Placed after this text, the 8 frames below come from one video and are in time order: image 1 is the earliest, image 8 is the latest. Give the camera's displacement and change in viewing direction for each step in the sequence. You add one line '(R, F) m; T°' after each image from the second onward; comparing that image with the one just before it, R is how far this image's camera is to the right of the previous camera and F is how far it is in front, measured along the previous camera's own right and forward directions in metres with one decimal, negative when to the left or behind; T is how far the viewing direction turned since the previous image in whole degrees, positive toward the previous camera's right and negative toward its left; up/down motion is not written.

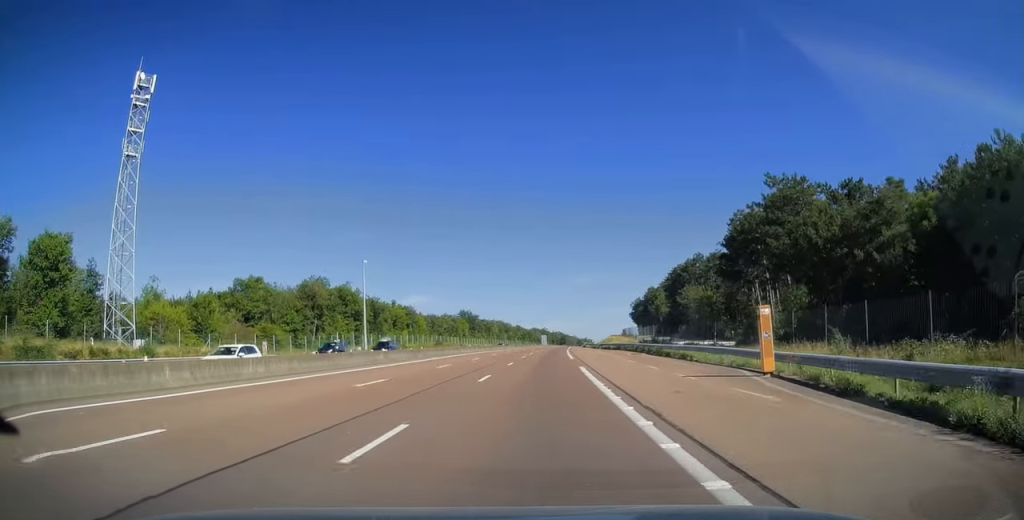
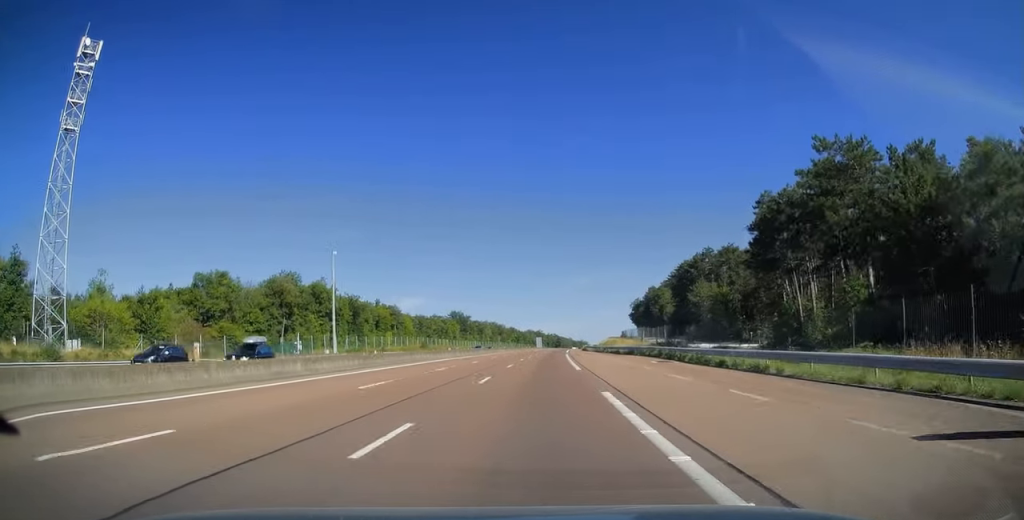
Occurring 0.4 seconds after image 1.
(+0.2, +12.8) m; 0°
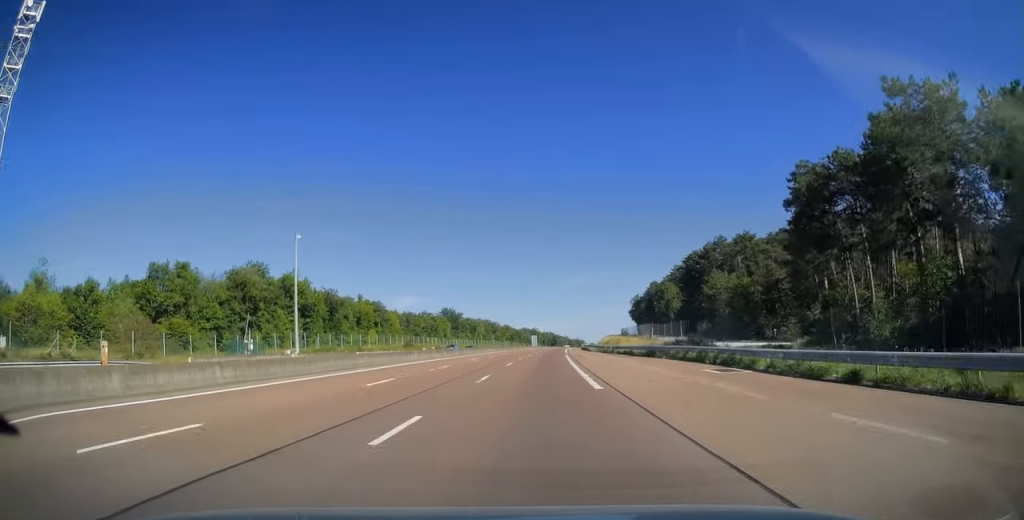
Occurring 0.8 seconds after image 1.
(+0.1, +12.2) m; 0°
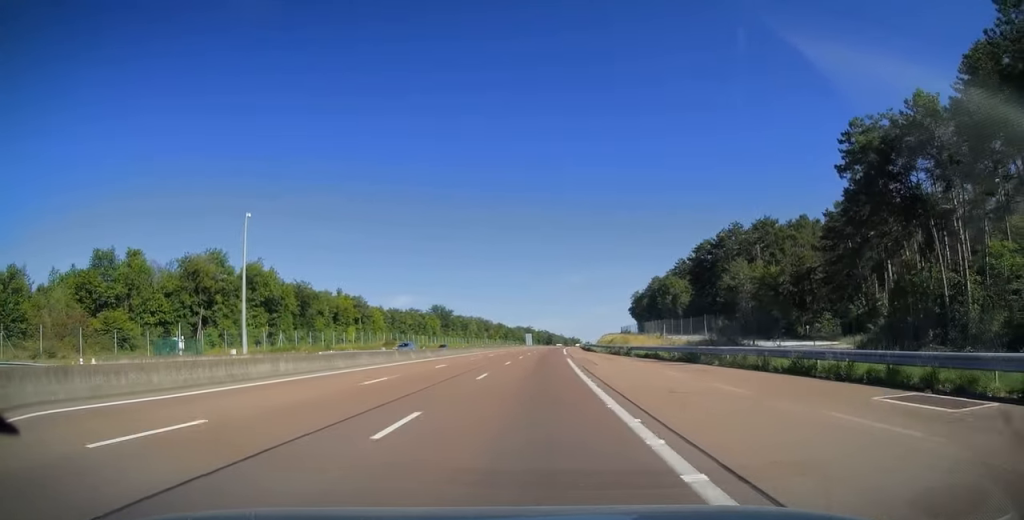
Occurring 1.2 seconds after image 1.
(0.0, +12.6) m; 0°
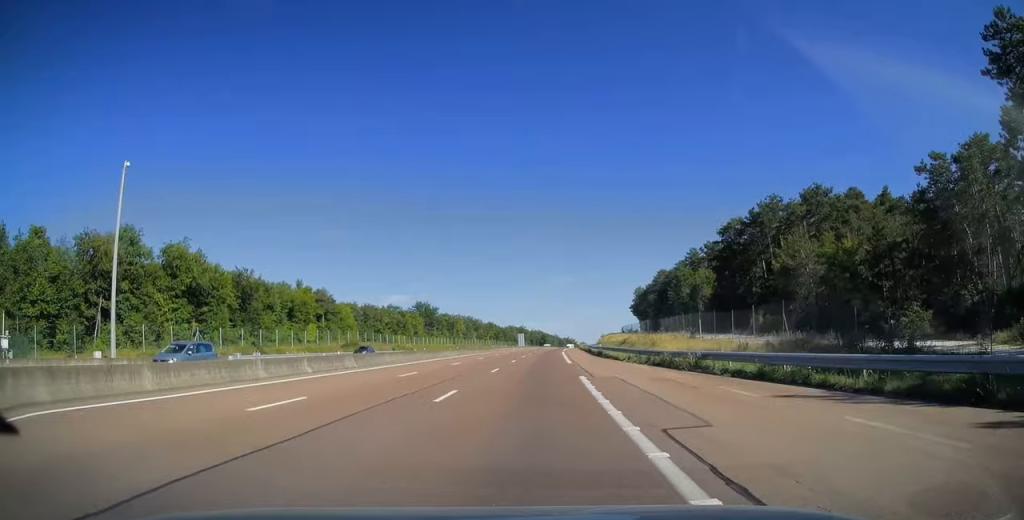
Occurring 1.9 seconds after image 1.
(0.0, +20.6) m; 0°
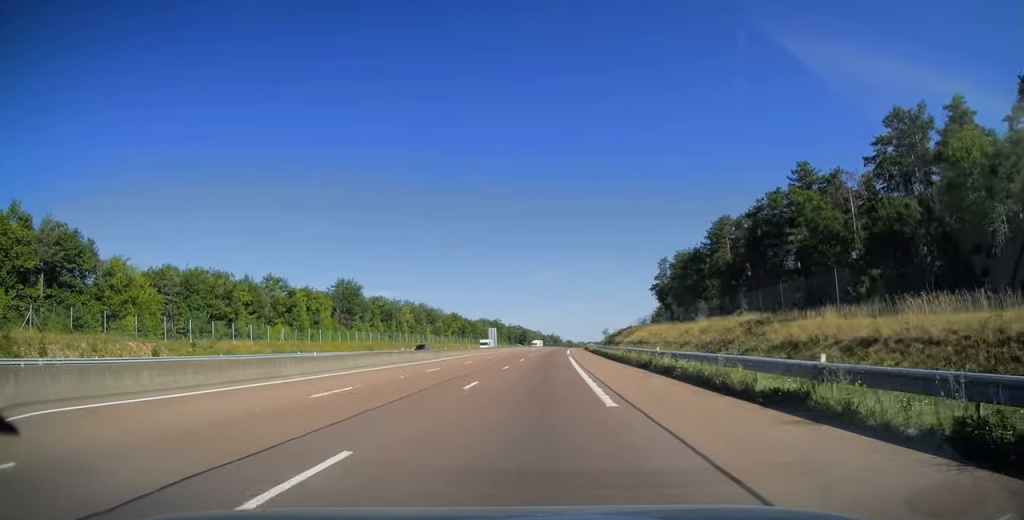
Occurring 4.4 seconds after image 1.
(+1.2, +74.0) m; +2°
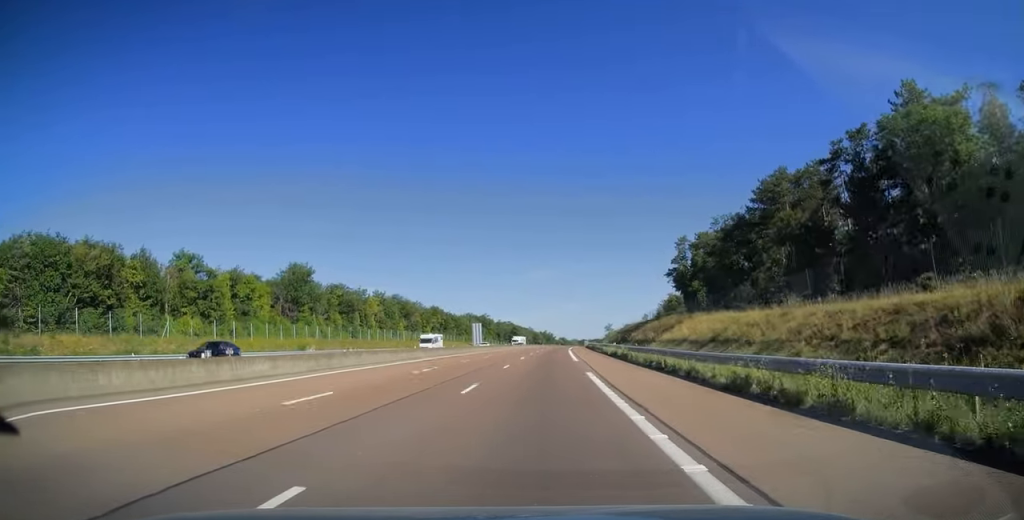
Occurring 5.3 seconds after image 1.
(+0.2, +27.9) m; +1°
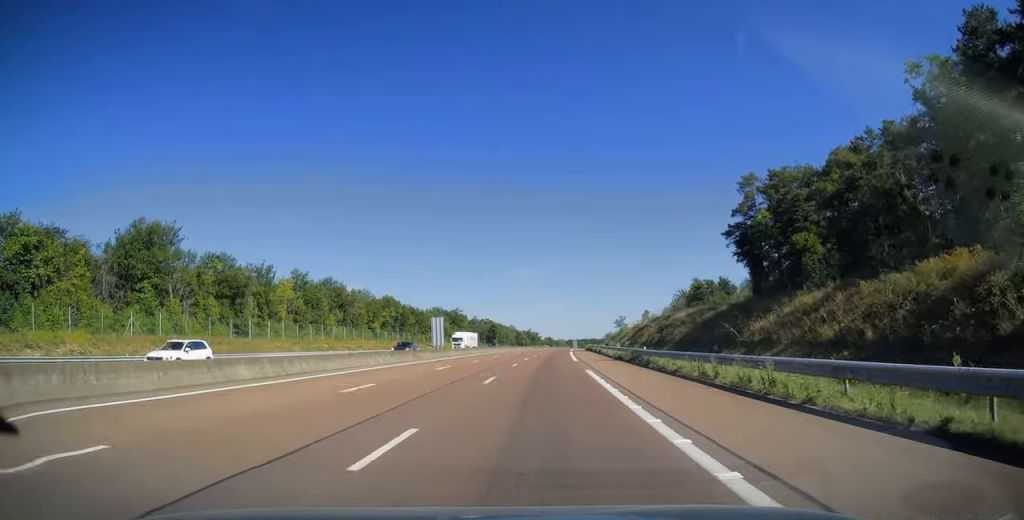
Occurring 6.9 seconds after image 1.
(+0.6, +48.3) m; +1°
